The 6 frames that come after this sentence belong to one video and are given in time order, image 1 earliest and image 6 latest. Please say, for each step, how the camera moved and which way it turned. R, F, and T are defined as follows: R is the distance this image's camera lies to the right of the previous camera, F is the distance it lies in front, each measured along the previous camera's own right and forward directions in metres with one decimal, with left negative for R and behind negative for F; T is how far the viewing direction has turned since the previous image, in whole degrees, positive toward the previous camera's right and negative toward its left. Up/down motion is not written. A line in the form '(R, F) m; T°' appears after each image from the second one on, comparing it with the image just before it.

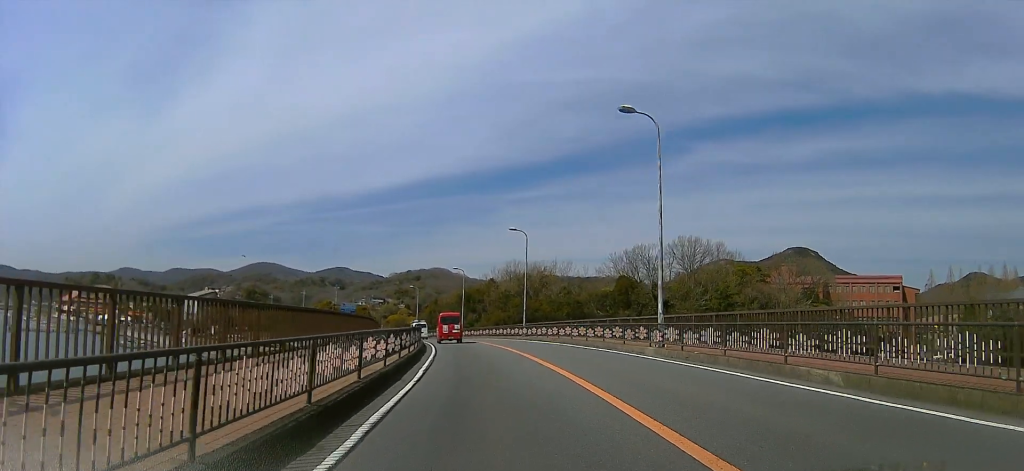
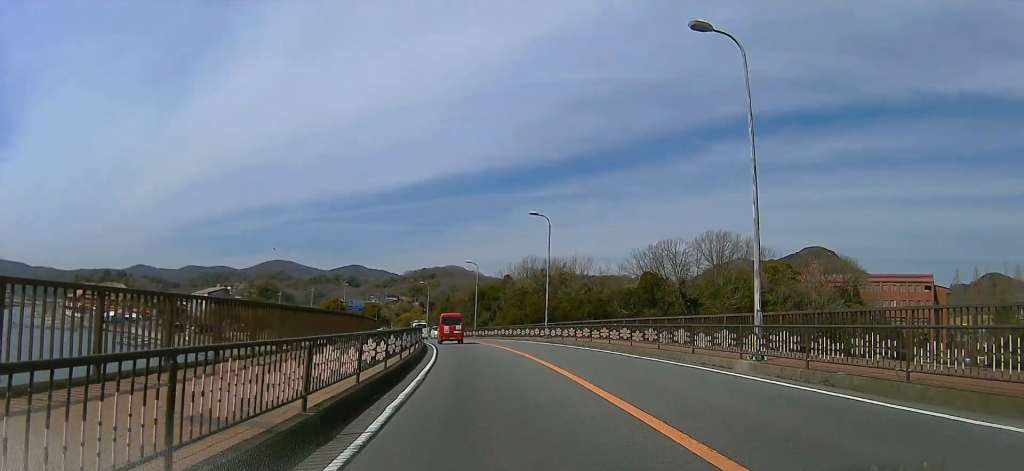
(0.0, +6.7) m; -1°
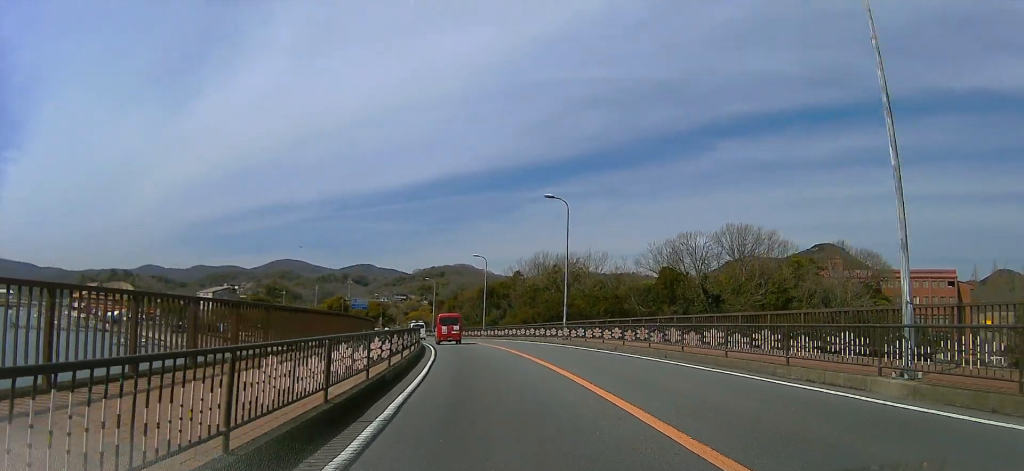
(+0.1, +5.2) m; -1°
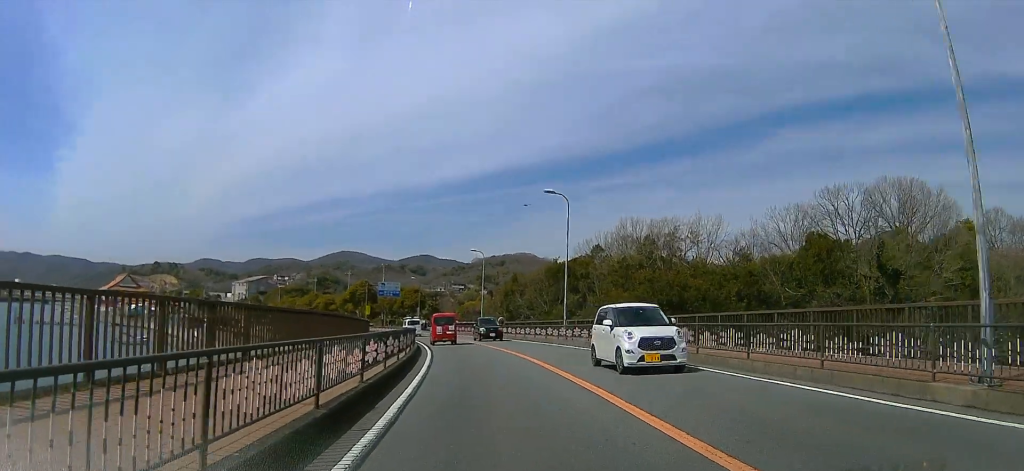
(-1.6, +27.5) m; -6°
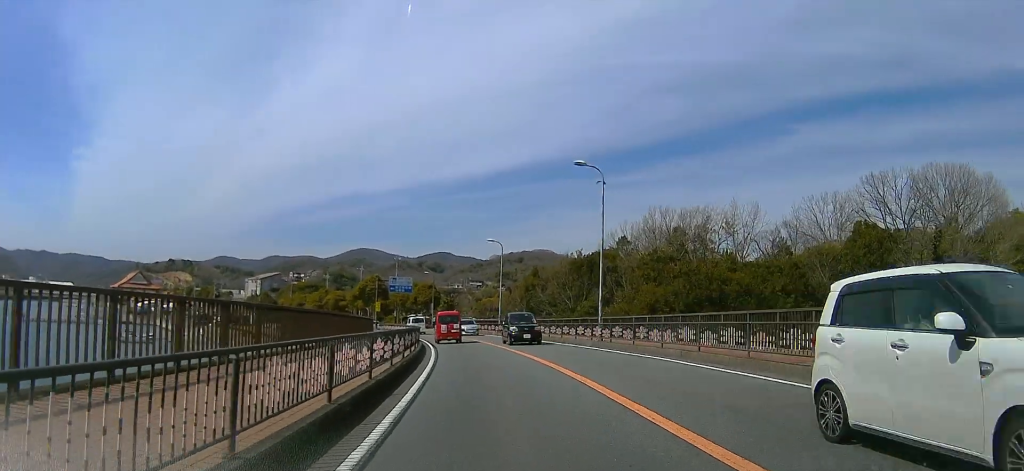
(-0.1, +5.5) m; -2°
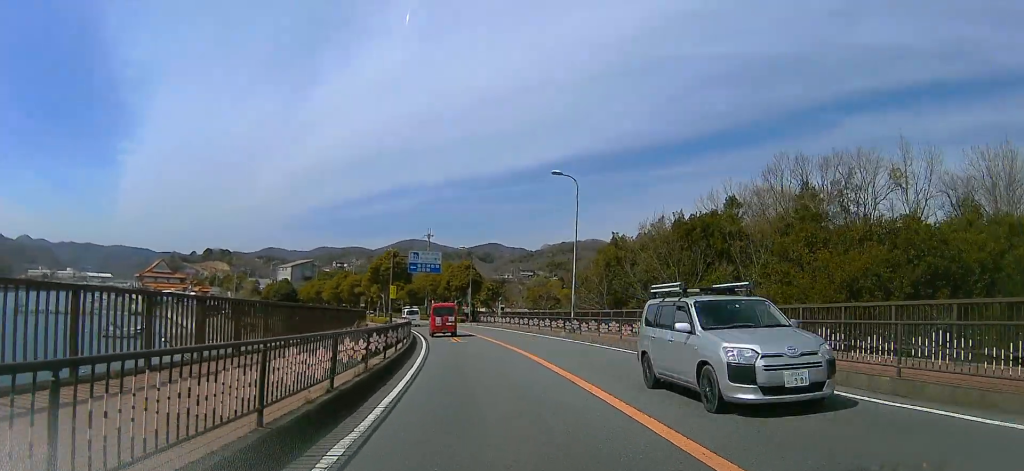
(-1.1, +20.7) m; -5°
